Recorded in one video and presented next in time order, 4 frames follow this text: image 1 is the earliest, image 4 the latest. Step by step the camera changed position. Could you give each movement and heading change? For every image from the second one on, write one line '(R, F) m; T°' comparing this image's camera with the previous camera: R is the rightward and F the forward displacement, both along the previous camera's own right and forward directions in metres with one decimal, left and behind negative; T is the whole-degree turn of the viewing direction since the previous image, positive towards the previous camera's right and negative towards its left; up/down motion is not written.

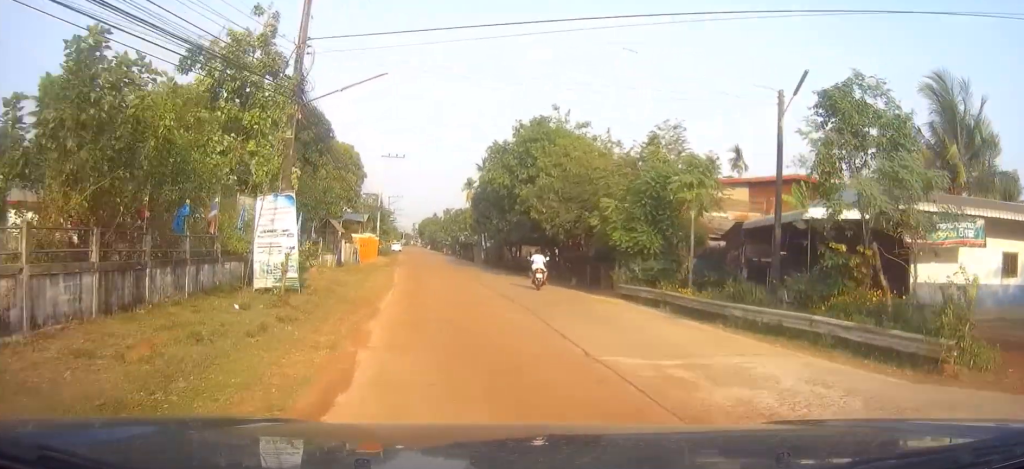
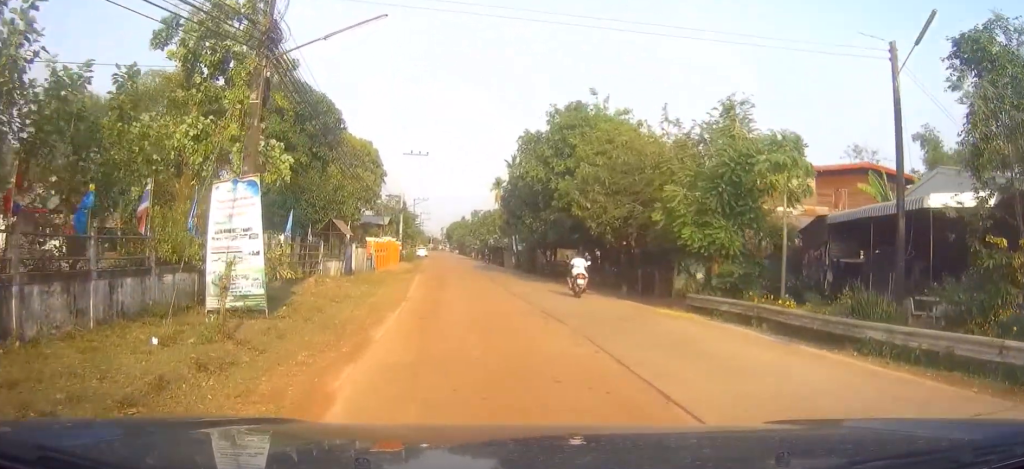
(-0.3, +5.1) m; -2°
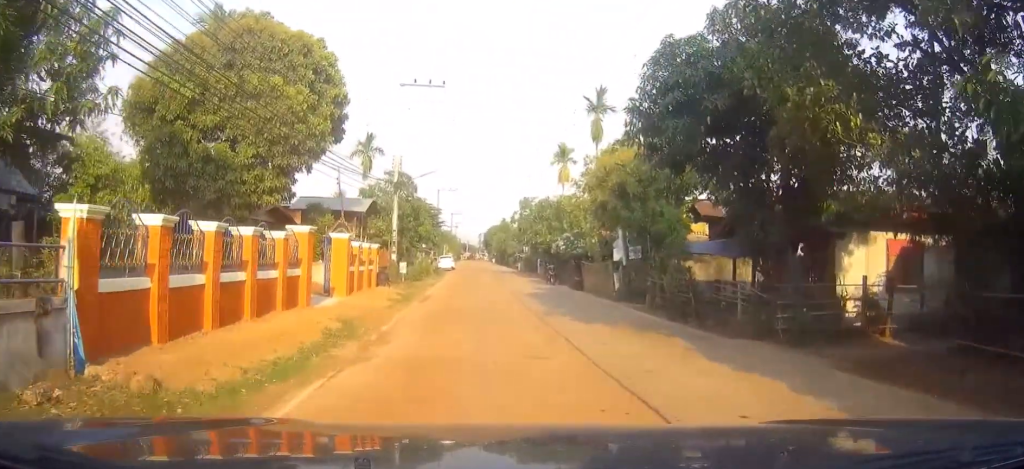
(-1.1, +31.7) m; -3°
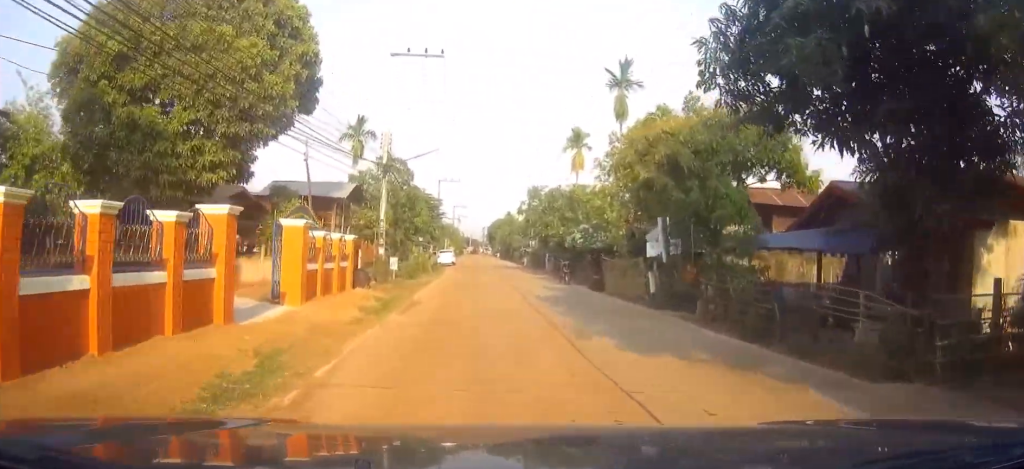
(0.0, +5.7) m; 0°
